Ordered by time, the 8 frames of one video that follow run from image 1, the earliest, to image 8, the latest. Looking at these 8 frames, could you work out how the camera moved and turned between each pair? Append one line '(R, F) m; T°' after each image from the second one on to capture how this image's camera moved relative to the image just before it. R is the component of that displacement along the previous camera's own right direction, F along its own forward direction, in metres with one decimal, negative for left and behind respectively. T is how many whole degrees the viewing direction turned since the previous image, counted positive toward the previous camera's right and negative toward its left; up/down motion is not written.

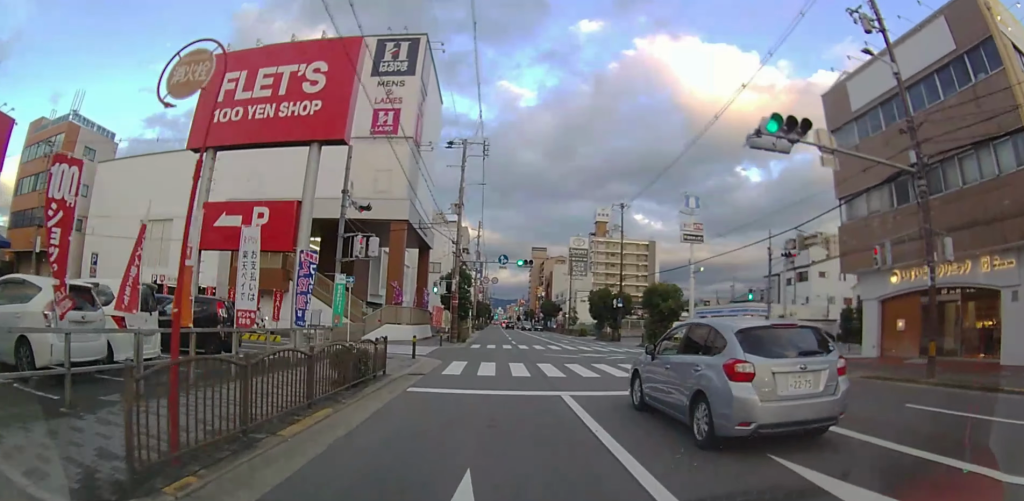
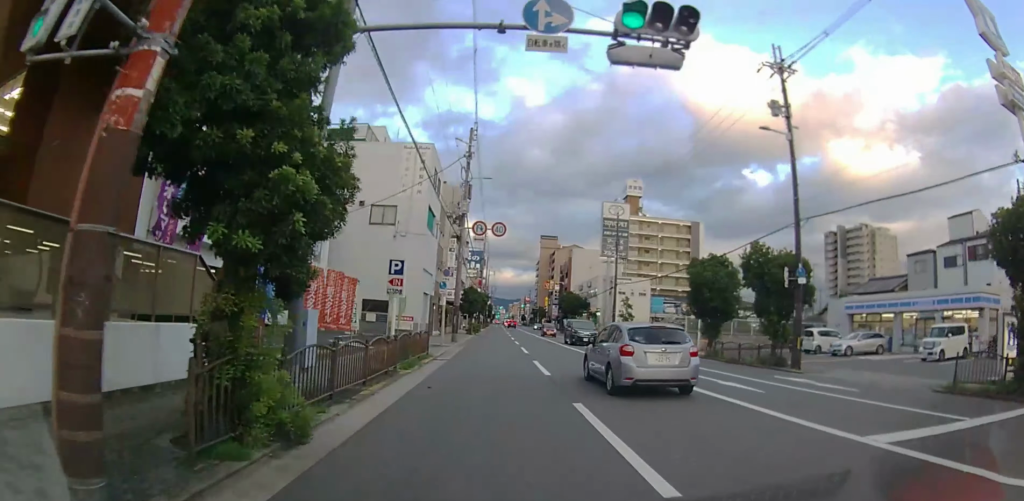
(-0.1, +30.7) m; -1°
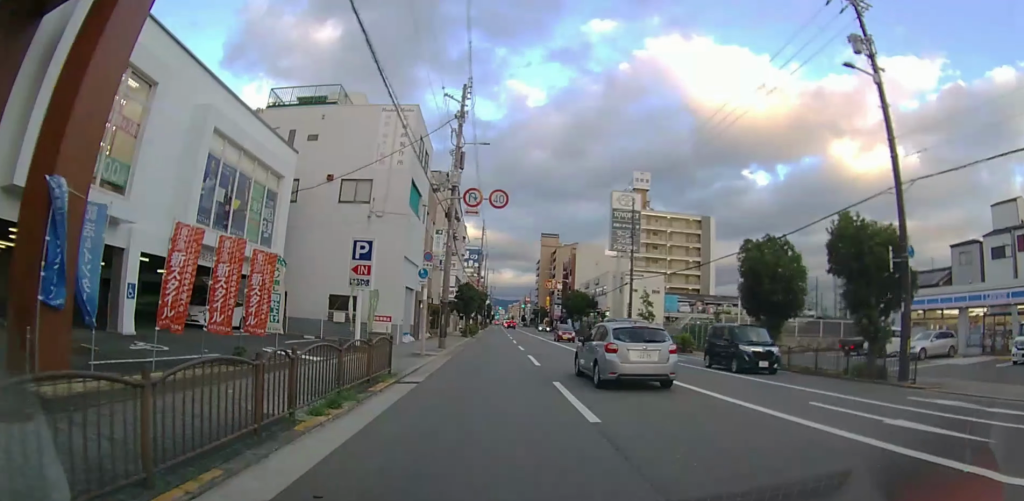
(-0.1, +6.4) m; -1°
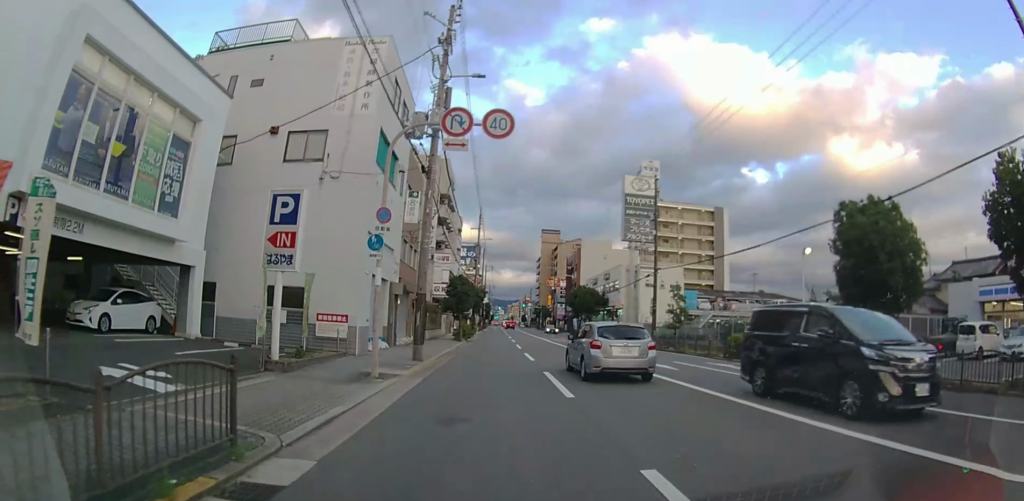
(0.0, +7.7) m; 0°
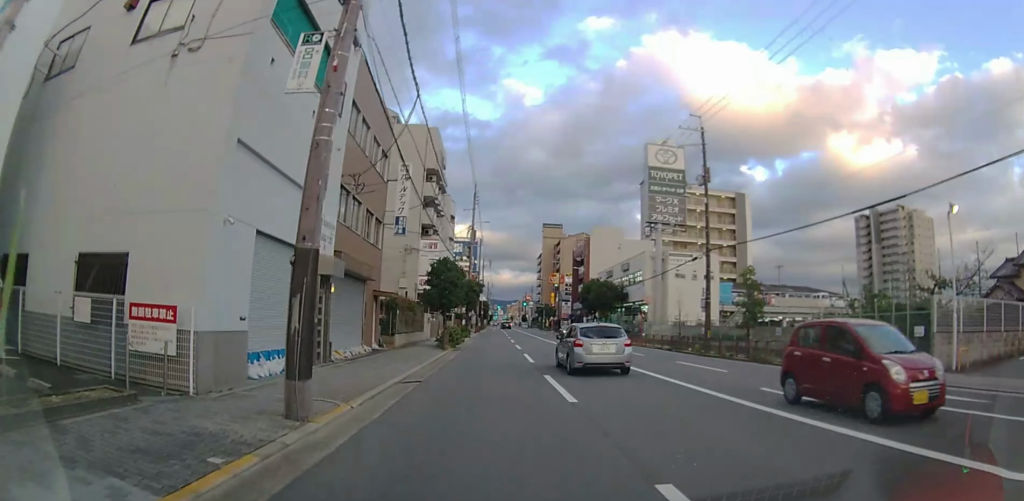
(0.0, +10.7) m; 0°
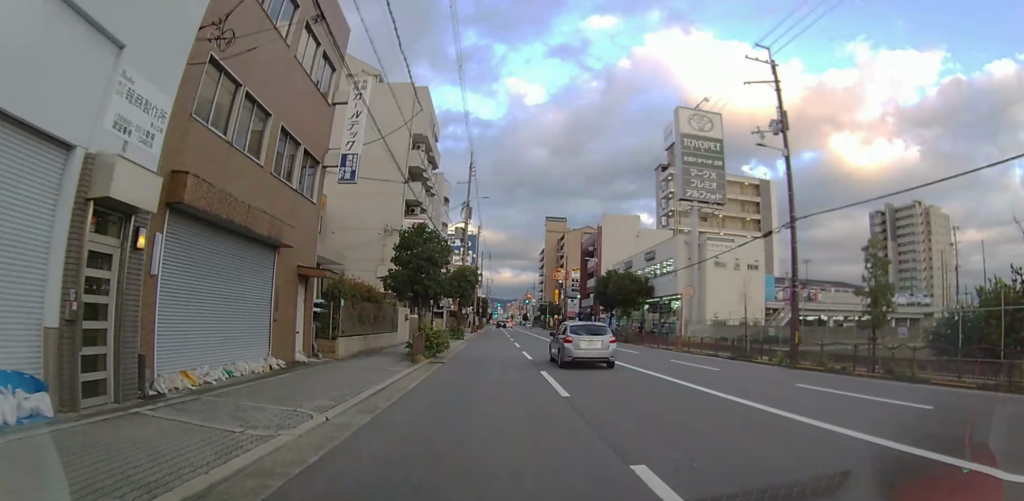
(0.0, +9.2) m; 0°
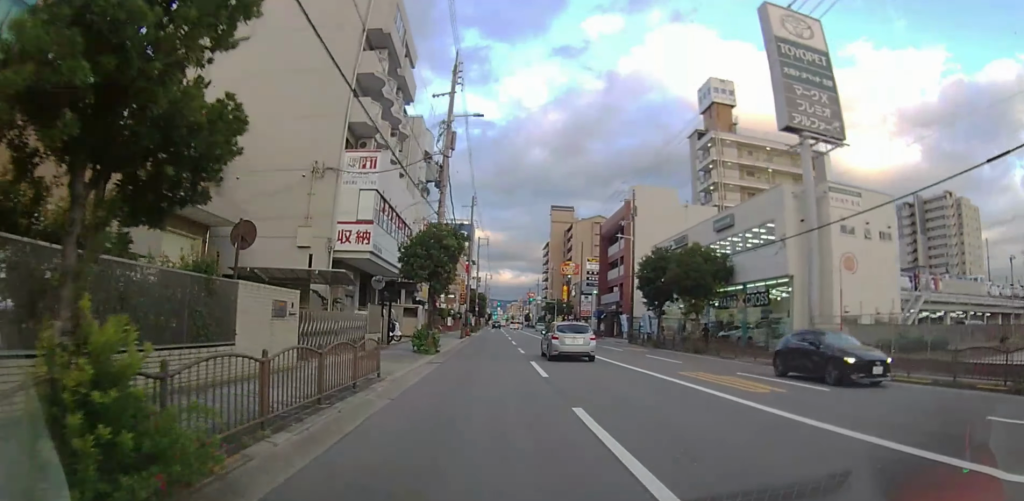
(+0.1, +16.1) m; +2°
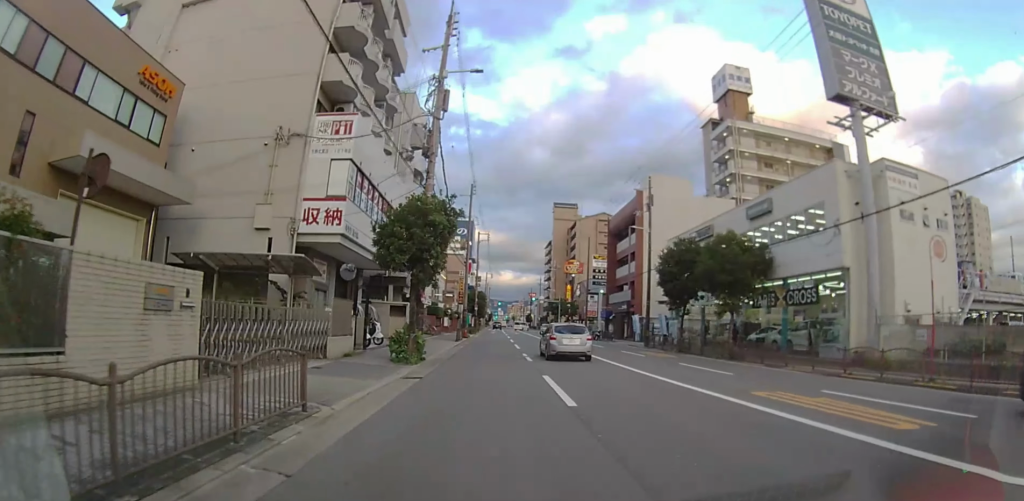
(0.0, +5.0) m; 0°
